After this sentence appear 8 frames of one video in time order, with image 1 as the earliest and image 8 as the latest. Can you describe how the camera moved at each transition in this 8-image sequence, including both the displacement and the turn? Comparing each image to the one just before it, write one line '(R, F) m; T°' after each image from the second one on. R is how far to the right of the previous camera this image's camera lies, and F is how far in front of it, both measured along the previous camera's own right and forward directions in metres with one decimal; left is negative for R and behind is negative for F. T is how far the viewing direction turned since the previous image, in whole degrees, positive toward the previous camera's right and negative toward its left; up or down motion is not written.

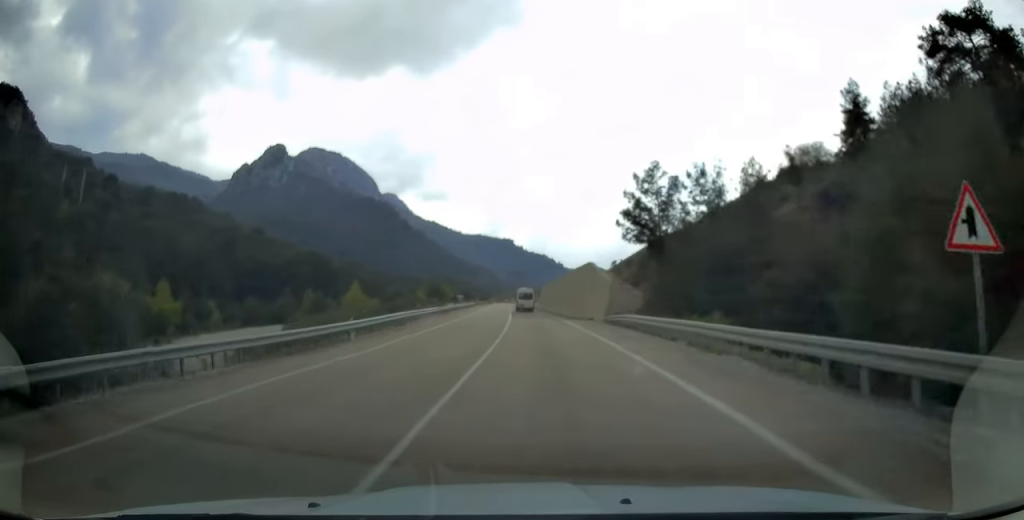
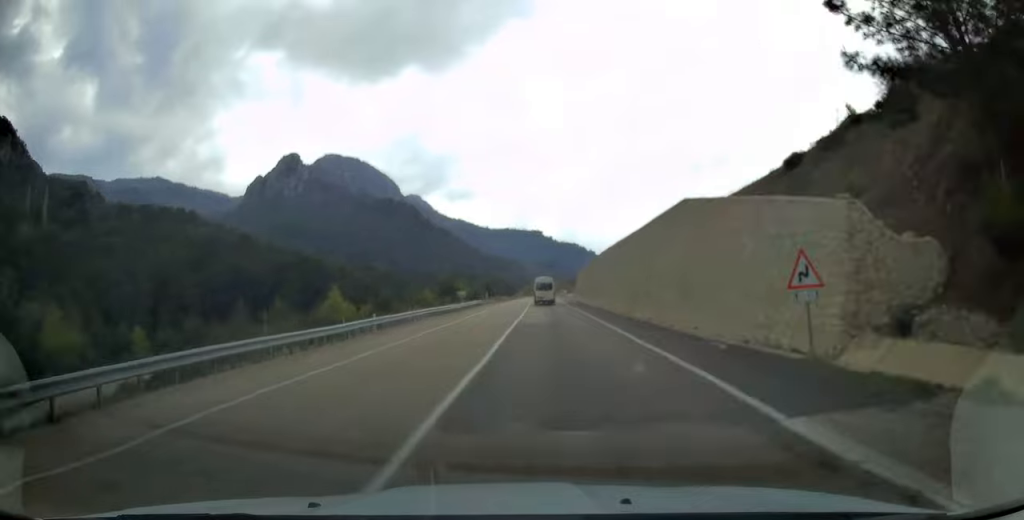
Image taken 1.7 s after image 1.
(-1.1, +40.3) m; -3°
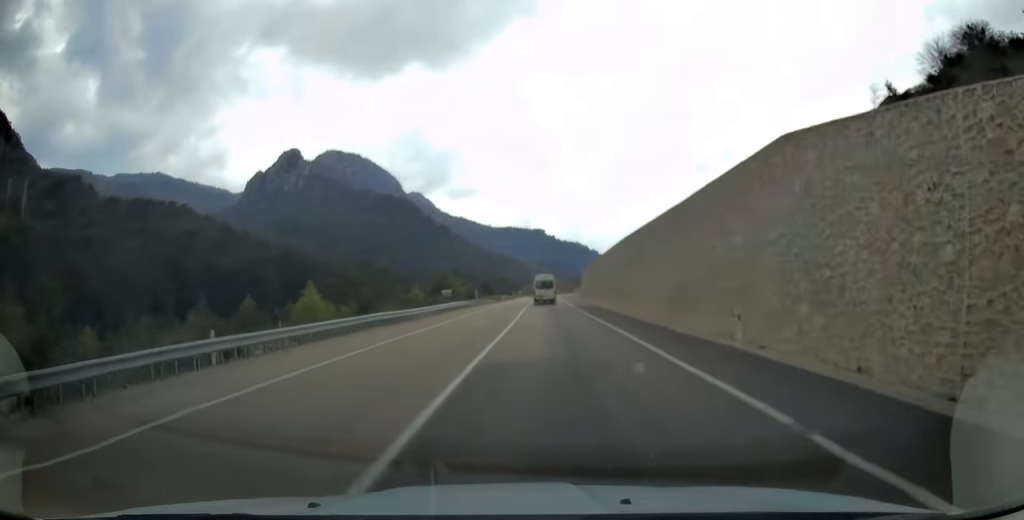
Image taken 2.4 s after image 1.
(-0.1, +15.0) m; -1°
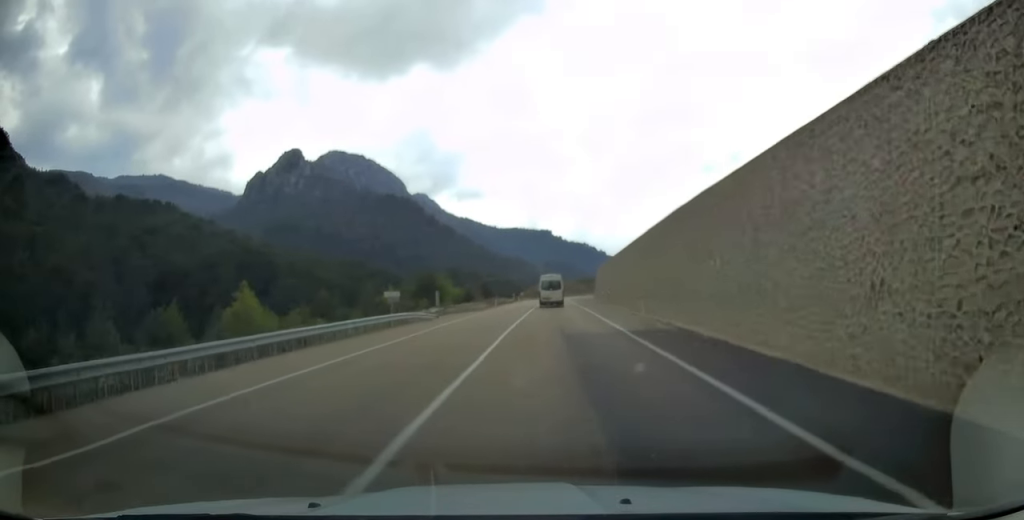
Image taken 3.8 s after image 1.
(-0.2, +29.1) m; 0°
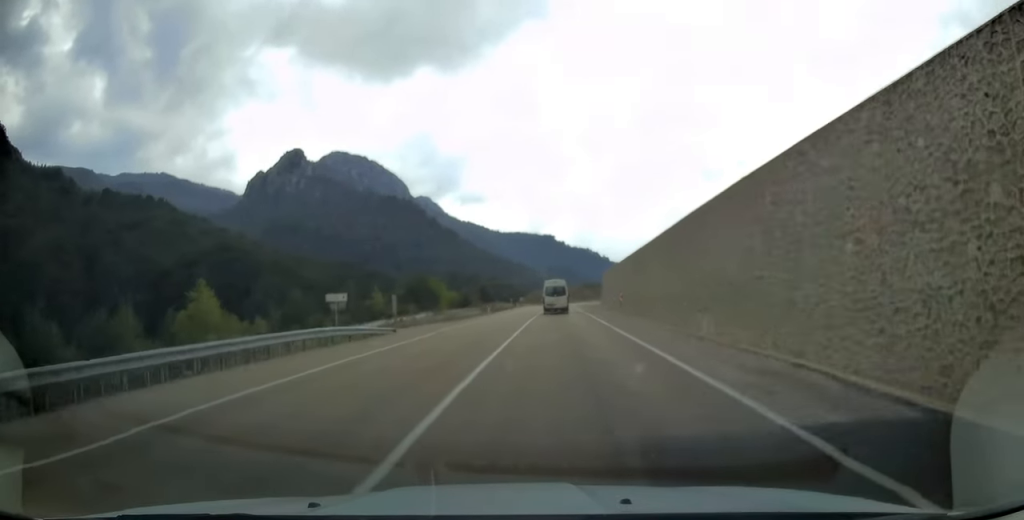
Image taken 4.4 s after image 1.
(0.0, +12.8) m; 0°
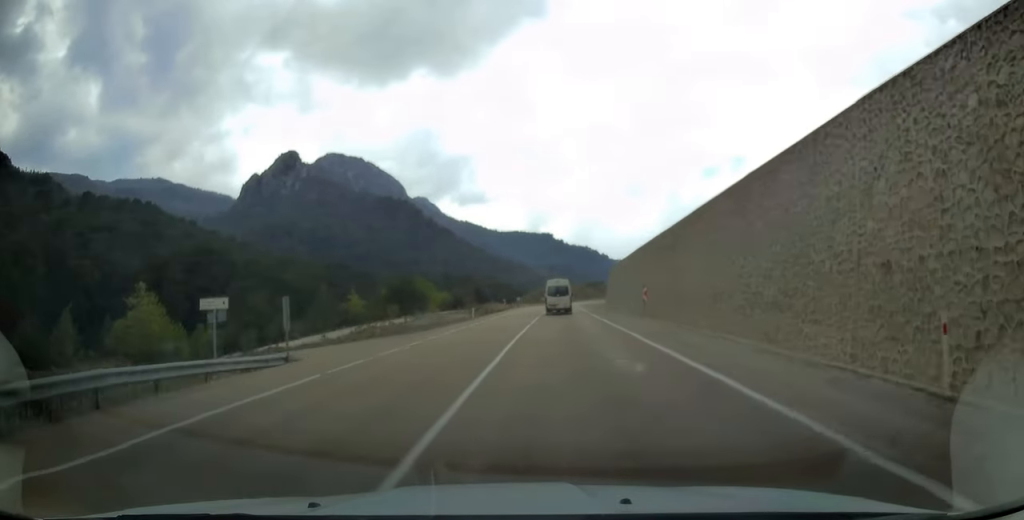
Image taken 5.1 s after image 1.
(0.0, +13.0) m; 0°
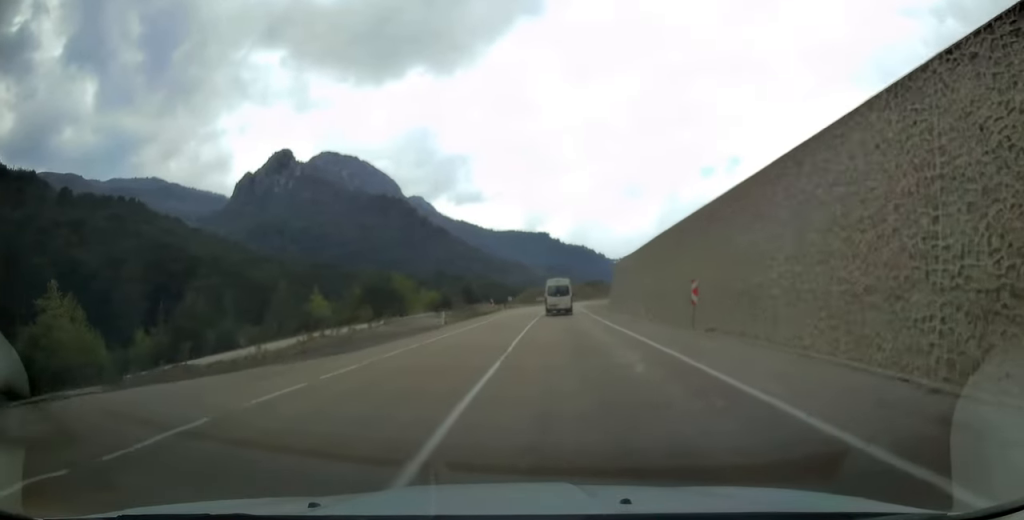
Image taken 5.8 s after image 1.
(0.0, +14.0) m; 0°
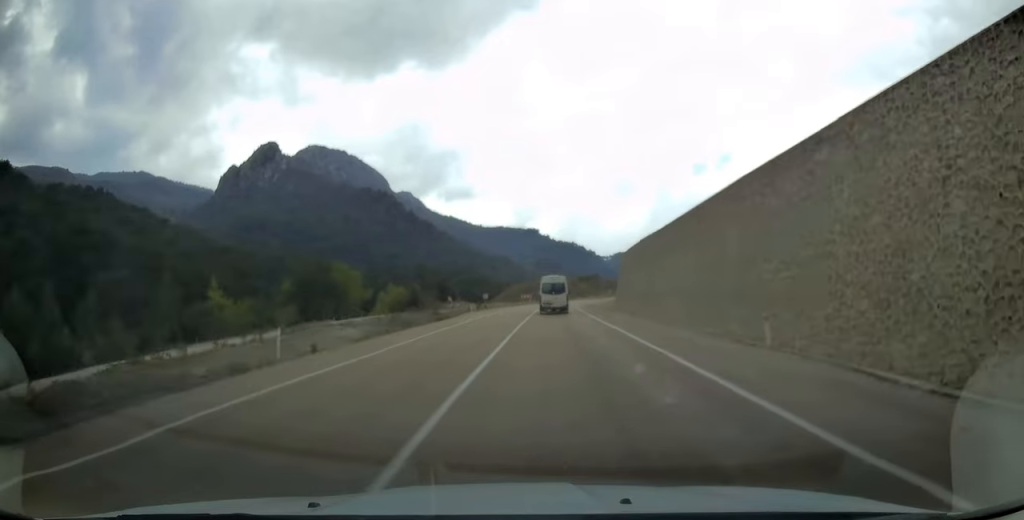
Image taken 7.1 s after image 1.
(+0.2, +24.4) m; +1°
